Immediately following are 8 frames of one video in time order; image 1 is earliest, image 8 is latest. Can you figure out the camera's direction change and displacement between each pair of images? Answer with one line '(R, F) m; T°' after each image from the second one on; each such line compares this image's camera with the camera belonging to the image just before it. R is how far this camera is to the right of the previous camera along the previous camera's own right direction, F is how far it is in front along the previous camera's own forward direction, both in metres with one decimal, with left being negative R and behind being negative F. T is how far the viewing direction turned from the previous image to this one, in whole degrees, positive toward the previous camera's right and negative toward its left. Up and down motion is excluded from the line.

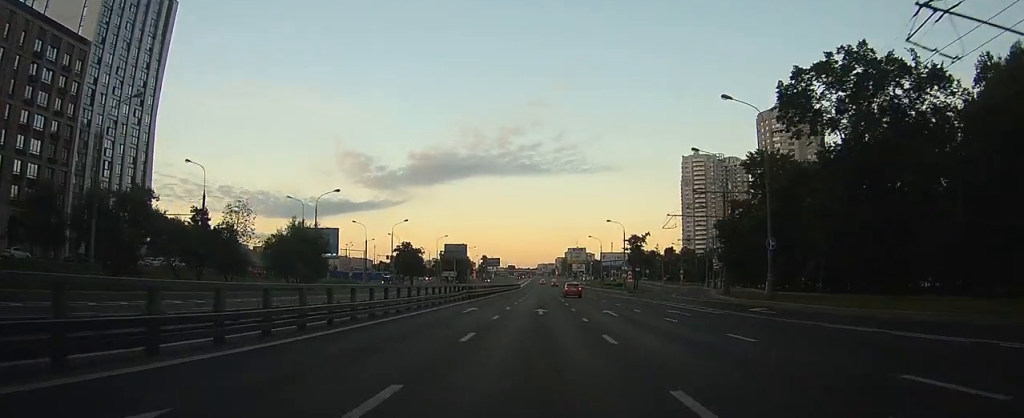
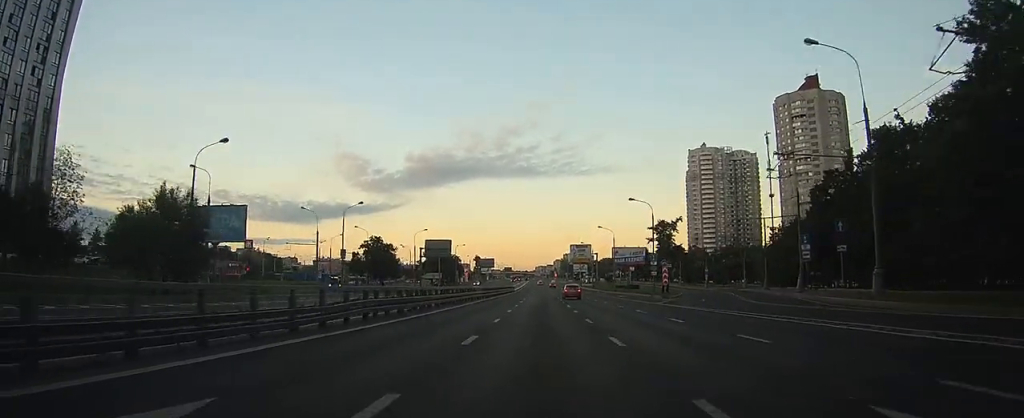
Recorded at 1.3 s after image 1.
(+0.2, +24.3) m; +1°
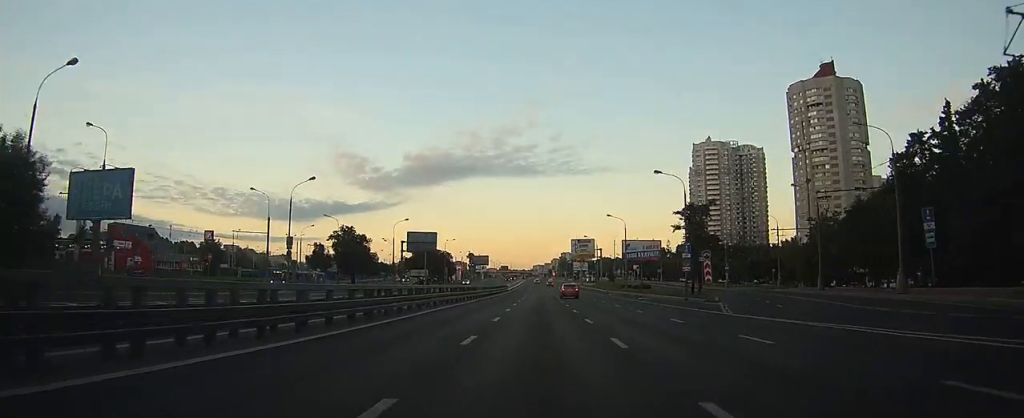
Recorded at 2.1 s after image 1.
(+0.1, +16.0) m; 0°
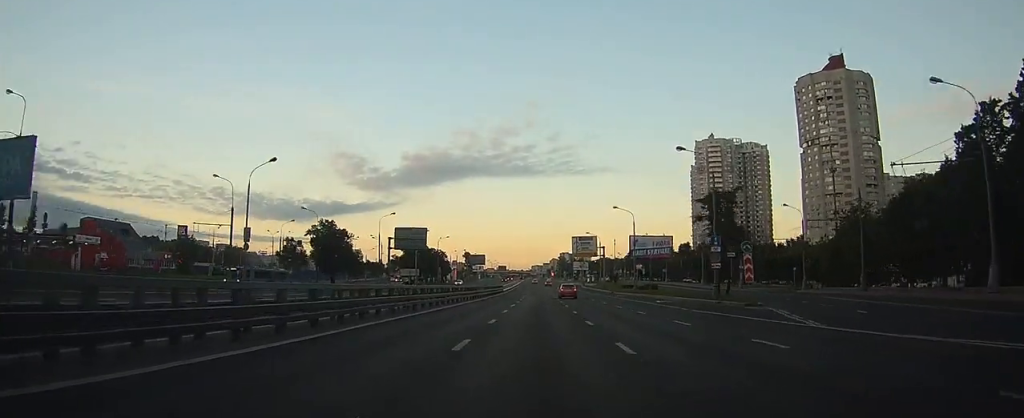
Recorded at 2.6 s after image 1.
(0.0, +9.0) m; 0°
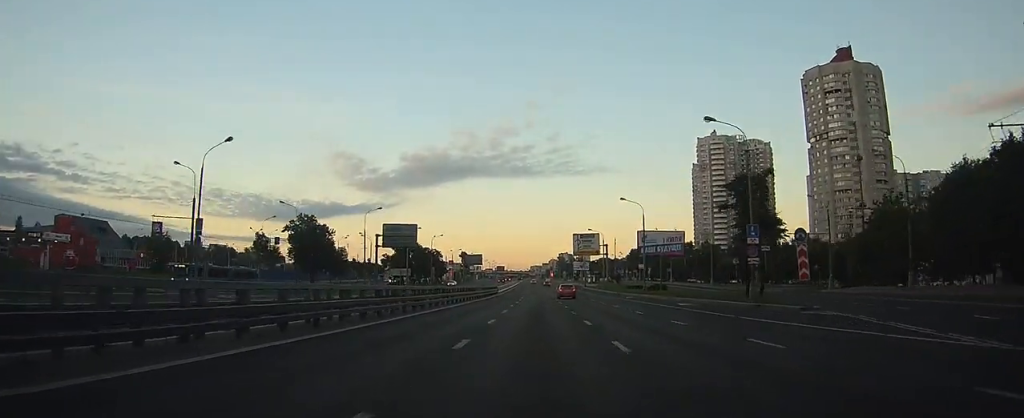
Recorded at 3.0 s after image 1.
(0.0, +7.7) m; 0°
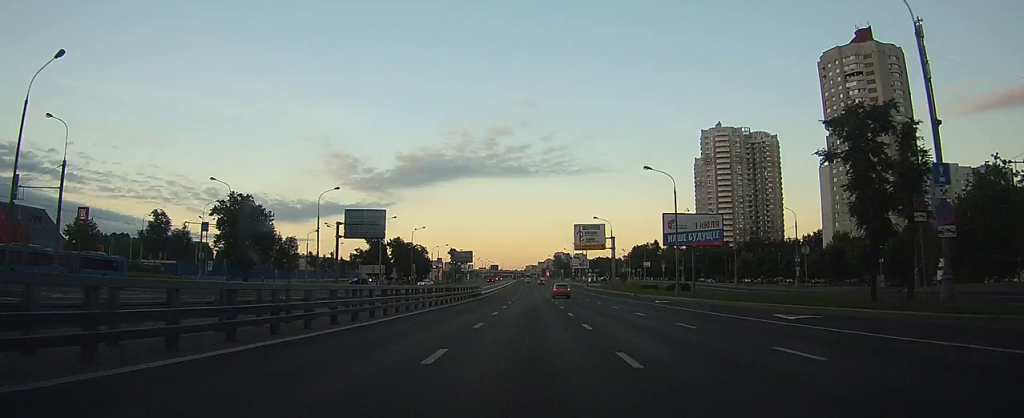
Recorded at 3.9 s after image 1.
(0.0, +17.9) m; 0°
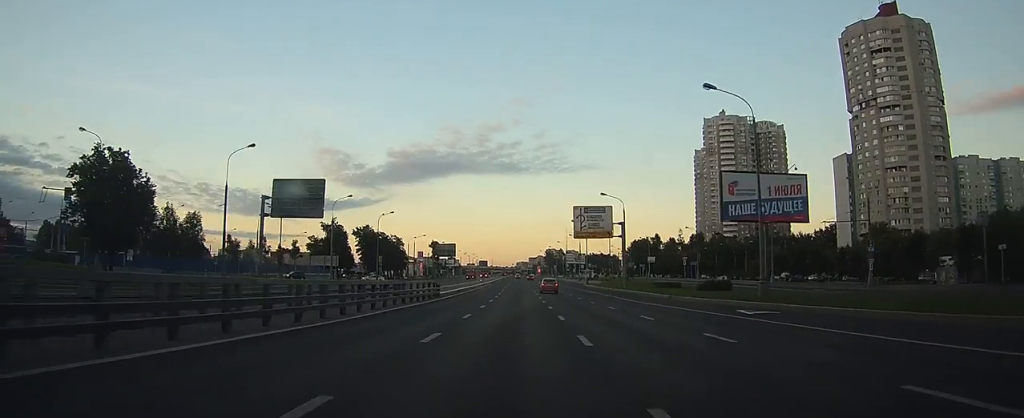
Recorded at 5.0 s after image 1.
(+0.1, +21.0) m; +1°
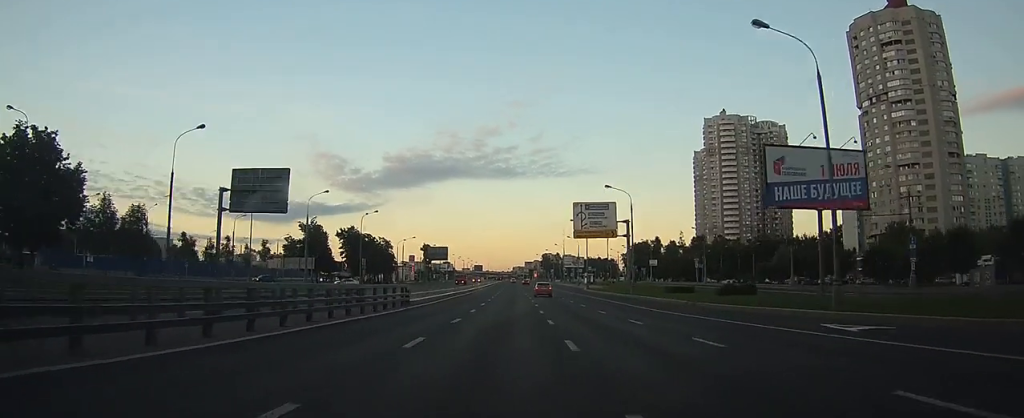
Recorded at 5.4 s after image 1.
(+0.1, +8.2) m; 0°
